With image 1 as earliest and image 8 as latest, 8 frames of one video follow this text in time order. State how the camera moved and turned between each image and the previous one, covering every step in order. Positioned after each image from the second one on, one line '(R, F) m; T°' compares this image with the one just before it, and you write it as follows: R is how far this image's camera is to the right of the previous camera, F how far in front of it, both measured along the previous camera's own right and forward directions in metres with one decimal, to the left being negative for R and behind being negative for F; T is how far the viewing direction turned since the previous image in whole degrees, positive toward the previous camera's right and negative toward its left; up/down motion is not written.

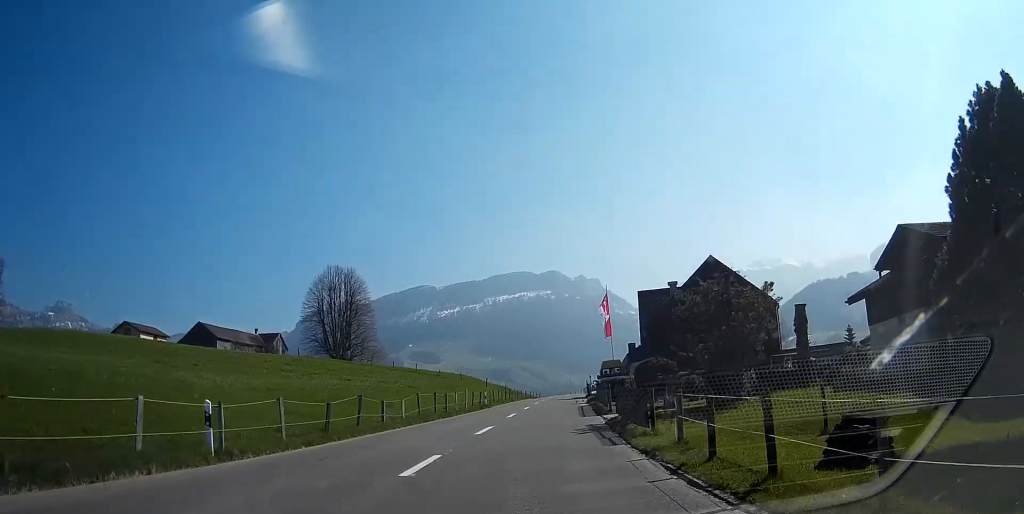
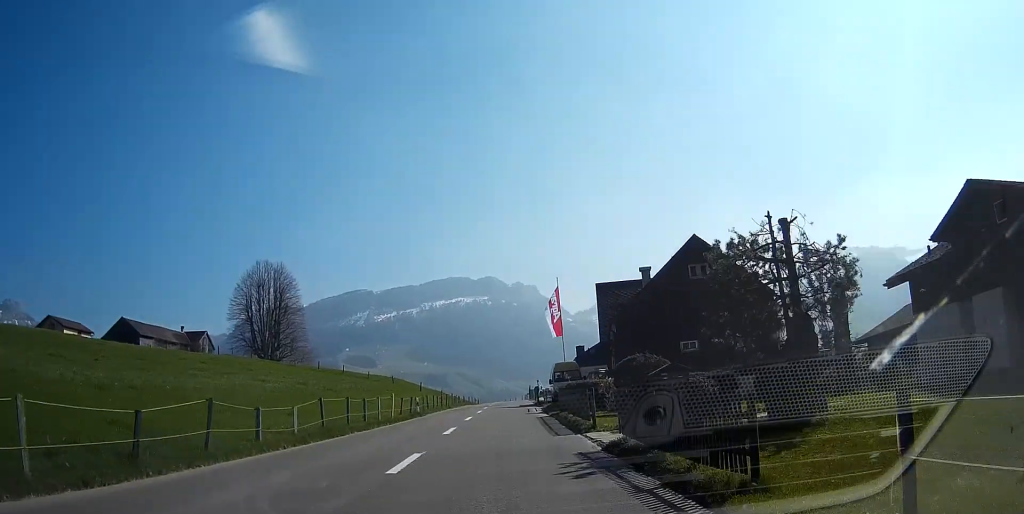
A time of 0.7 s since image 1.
(+0.9, +8.3) m; +5°
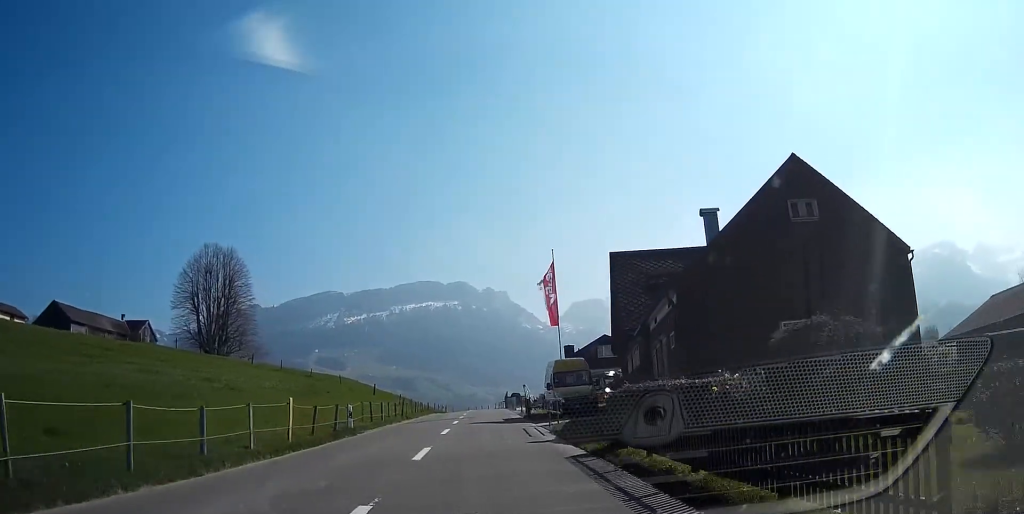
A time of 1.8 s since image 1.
(+0.3, +14.8) m; +3°
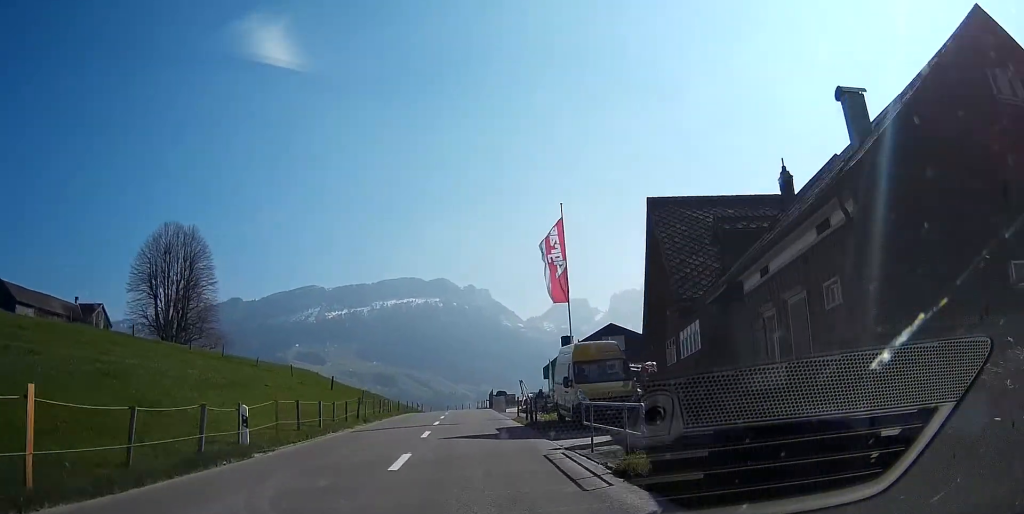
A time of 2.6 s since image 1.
(+0.4, +11.4) m; +2°
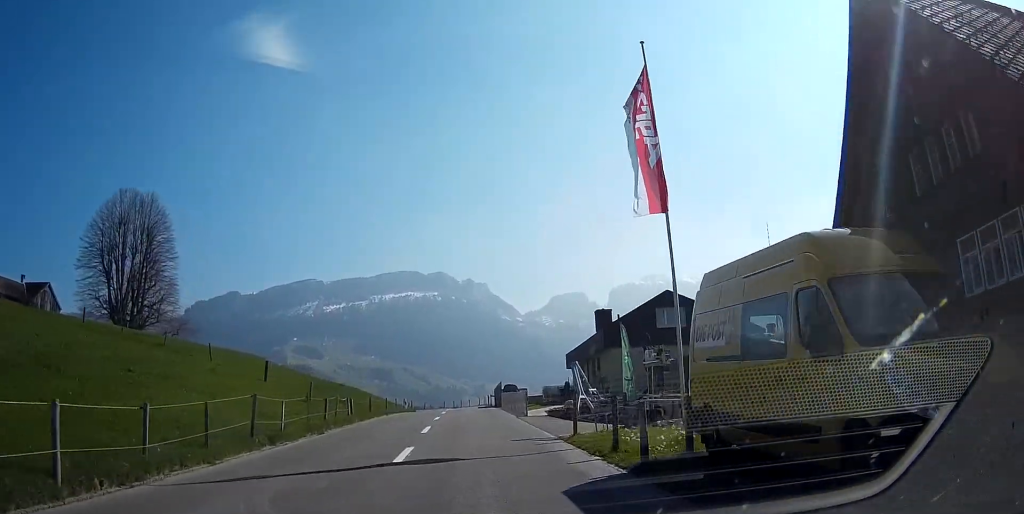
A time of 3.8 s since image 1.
(+0.1, +16.4) m; 0°
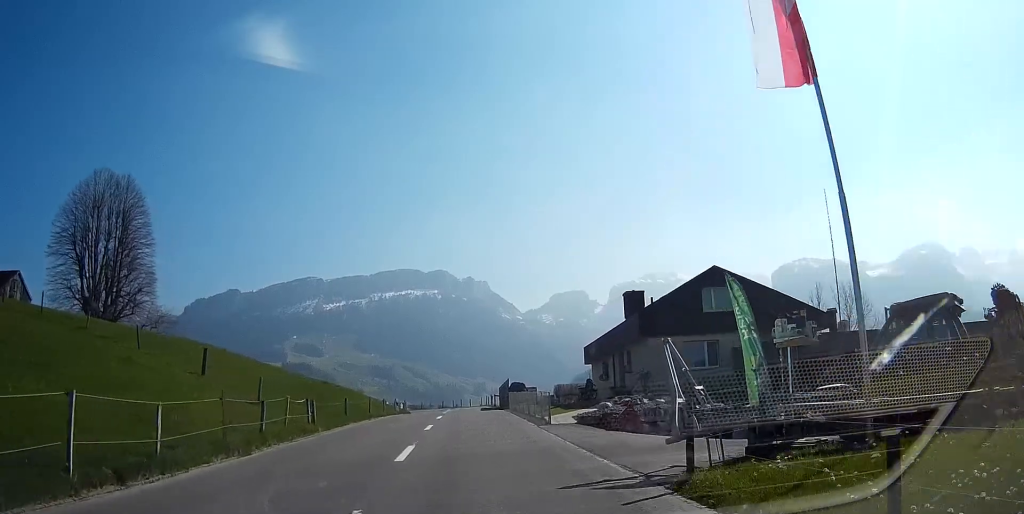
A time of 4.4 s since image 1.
(0.0, +8.0) m; +2°
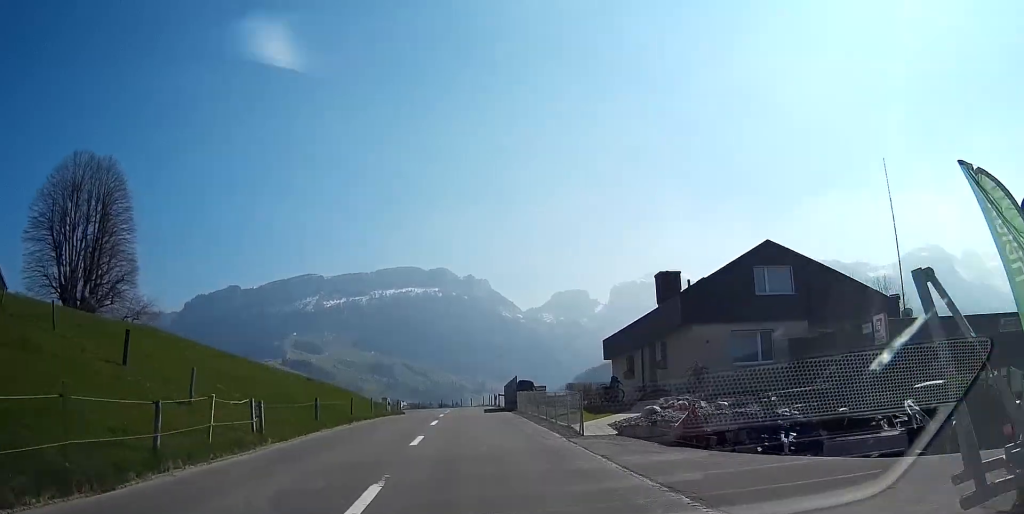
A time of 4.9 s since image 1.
(-0.1, +6.2) m; +1°
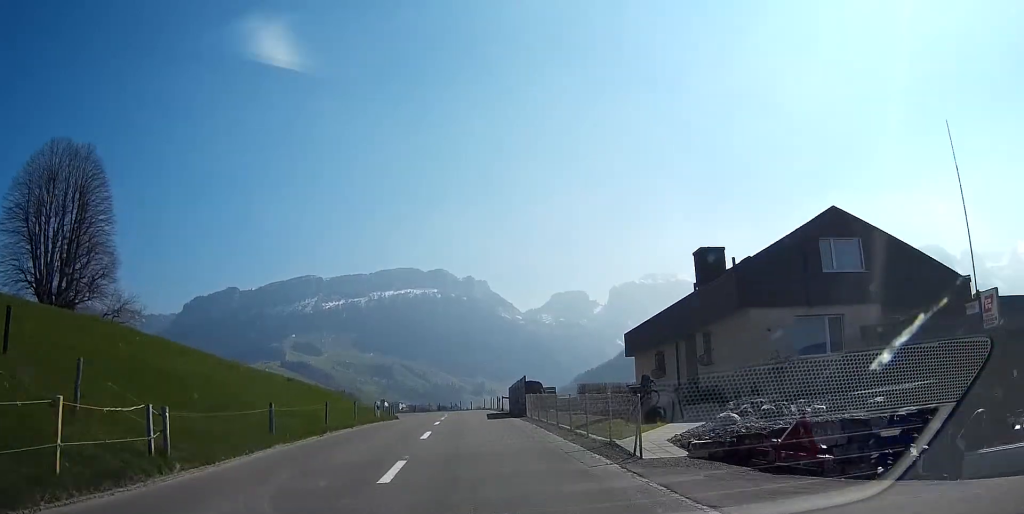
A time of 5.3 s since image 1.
(+0.4, +5.7) m; -2°
